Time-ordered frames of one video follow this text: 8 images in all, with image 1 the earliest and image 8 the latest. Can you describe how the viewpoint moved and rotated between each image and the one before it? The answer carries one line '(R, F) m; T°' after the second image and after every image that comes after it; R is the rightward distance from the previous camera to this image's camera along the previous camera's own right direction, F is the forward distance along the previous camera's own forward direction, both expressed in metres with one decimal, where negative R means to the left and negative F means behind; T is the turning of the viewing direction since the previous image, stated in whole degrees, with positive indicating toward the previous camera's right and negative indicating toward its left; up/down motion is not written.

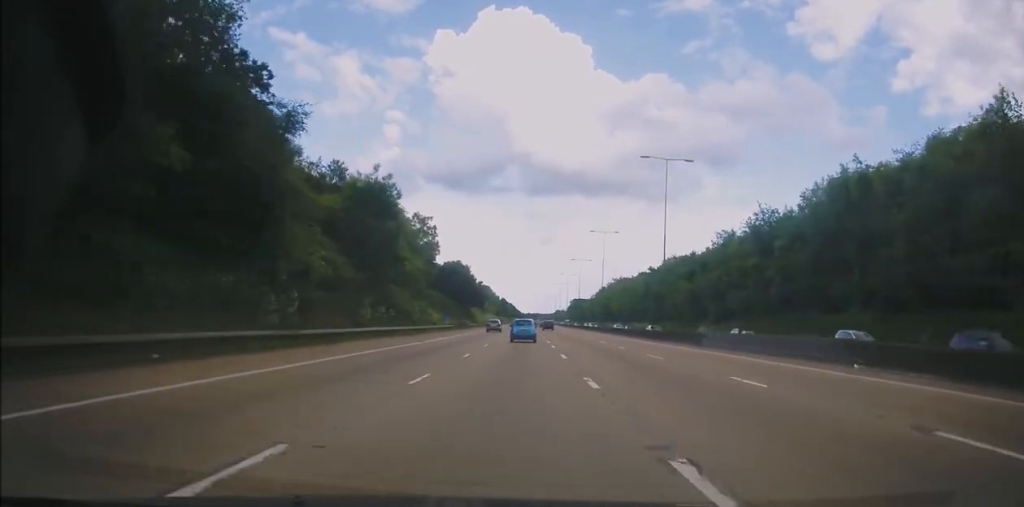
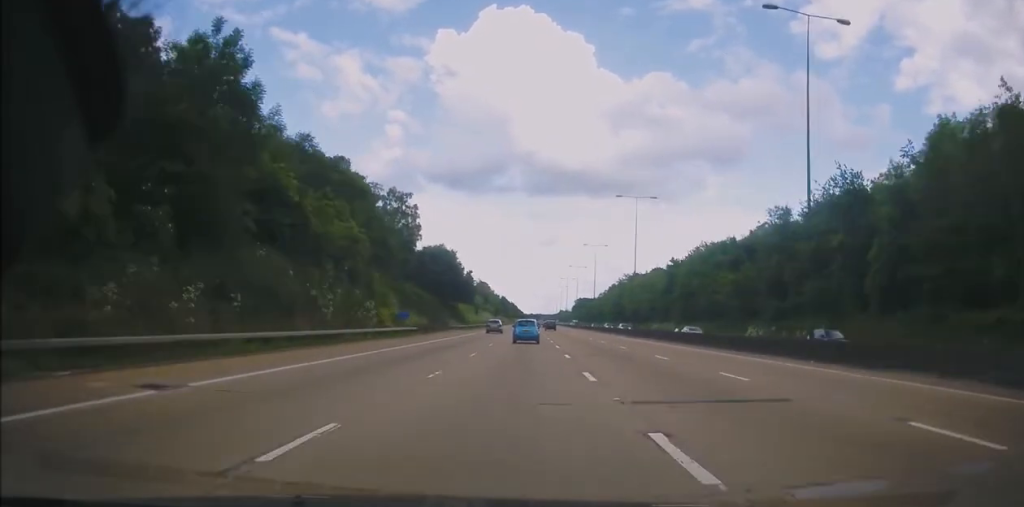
(0.0, +26.0) m; 0°
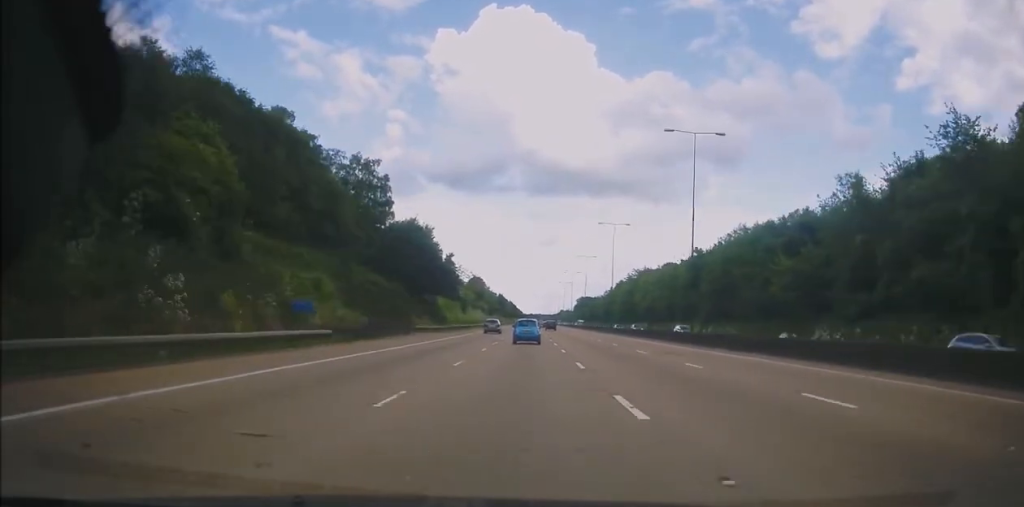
(-0.1, +23.2) m; 0°
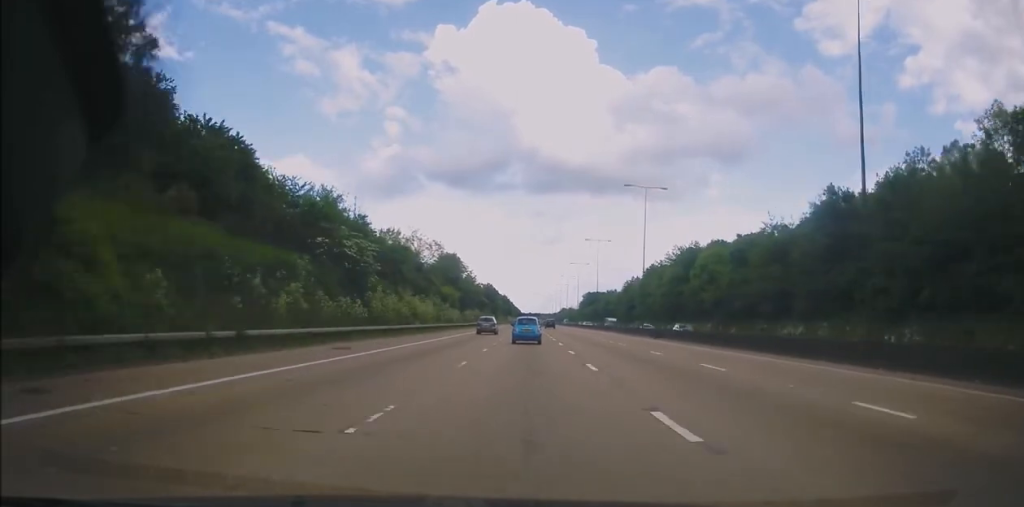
(0.0, +64.3) m; 0°
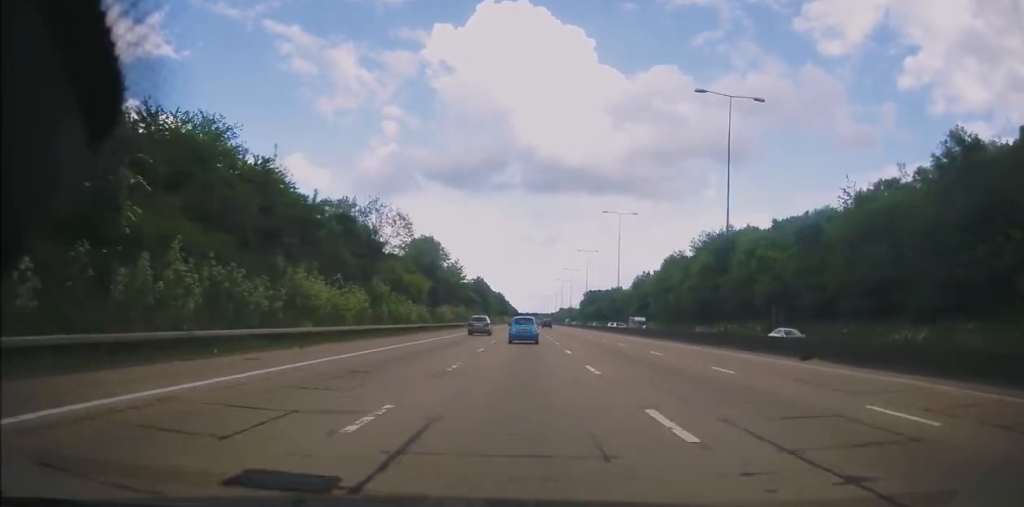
(0.0, +26.9) m; 0°
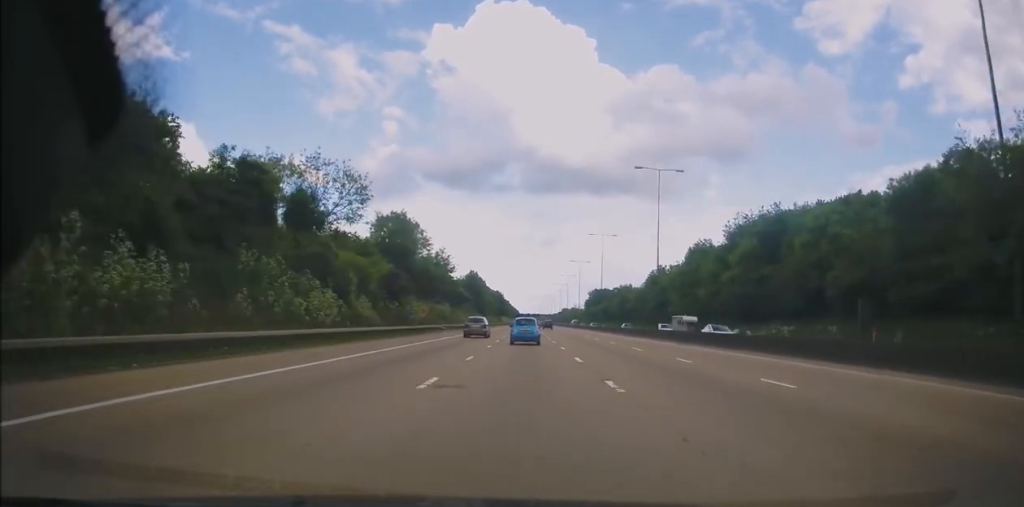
(+0.2, +22.8) m; 0°
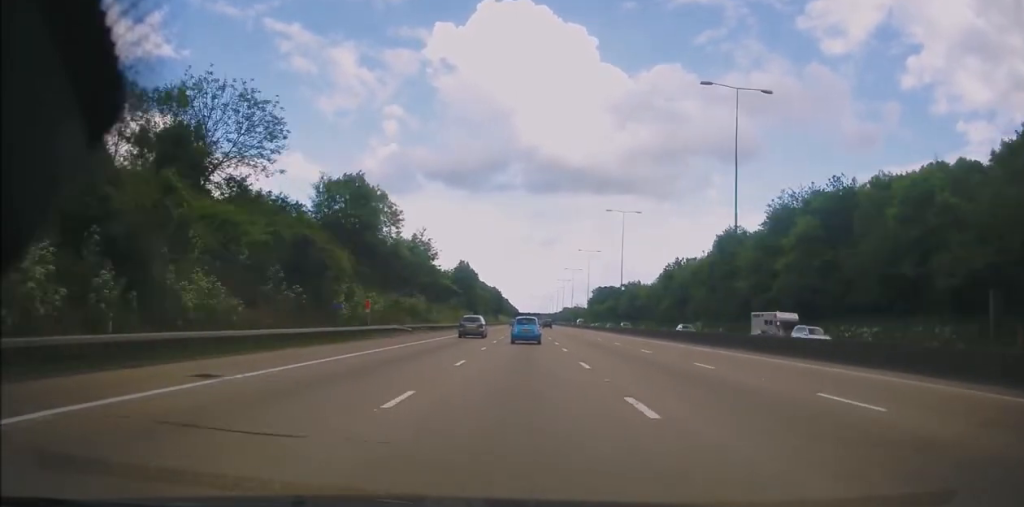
(0.0, +20.6) m; 0°
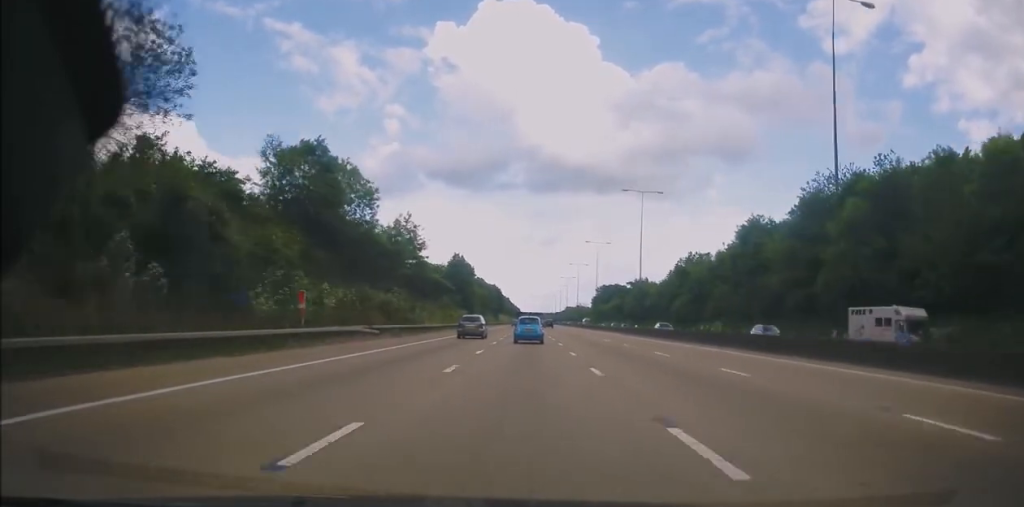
(0.0, +11.8) m; 0°
